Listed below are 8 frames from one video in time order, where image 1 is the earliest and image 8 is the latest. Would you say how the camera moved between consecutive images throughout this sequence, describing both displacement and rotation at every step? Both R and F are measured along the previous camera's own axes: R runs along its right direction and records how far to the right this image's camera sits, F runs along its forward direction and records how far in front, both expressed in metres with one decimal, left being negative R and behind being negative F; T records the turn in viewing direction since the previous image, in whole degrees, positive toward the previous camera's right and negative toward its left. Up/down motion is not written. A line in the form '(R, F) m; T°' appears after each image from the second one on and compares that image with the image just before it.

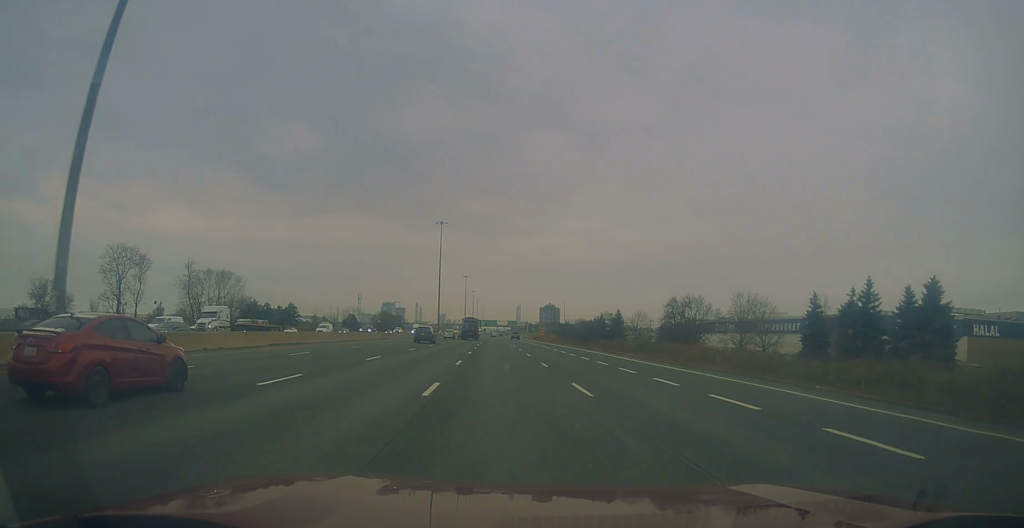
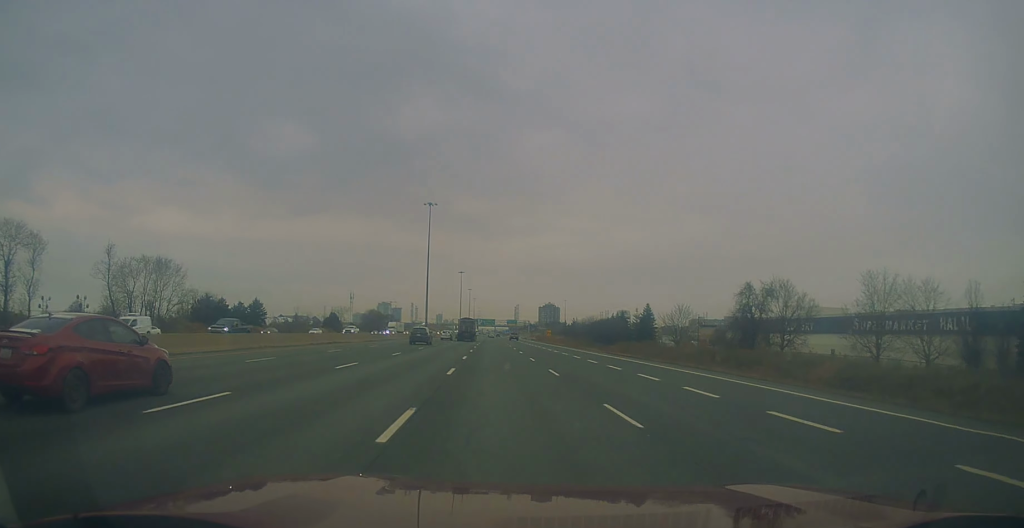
(+0.2, +26.9) m; +1°
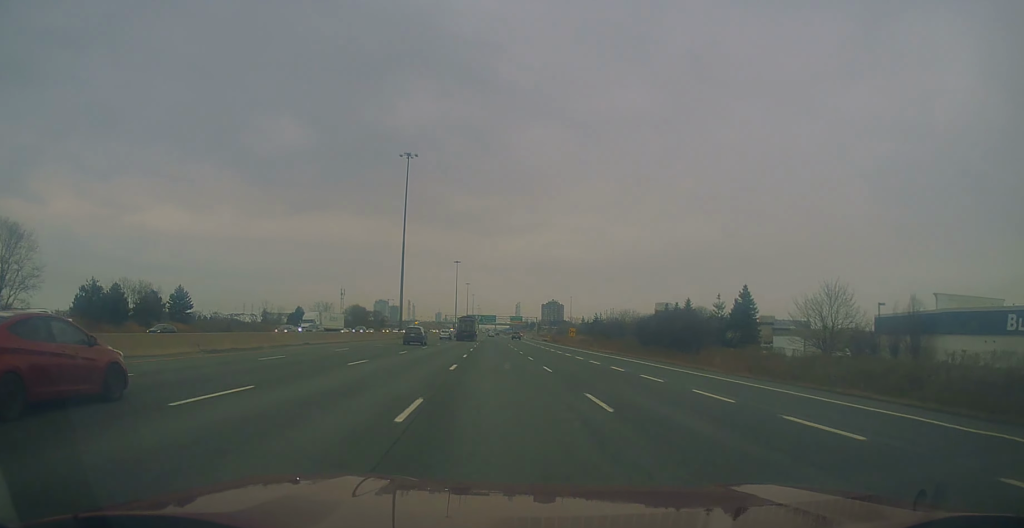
(-0.1, +43.9) m; 0°
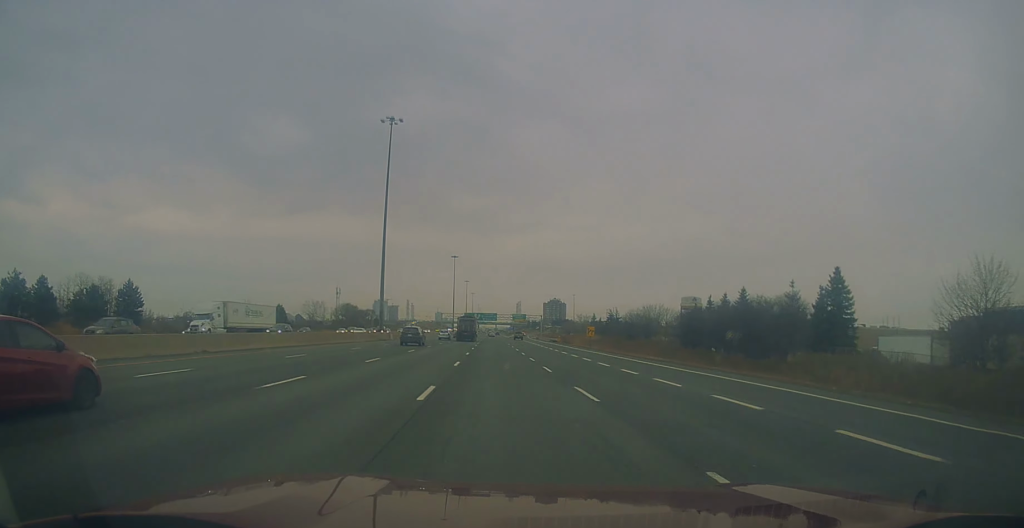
(0.0, +18.0) m; 0°
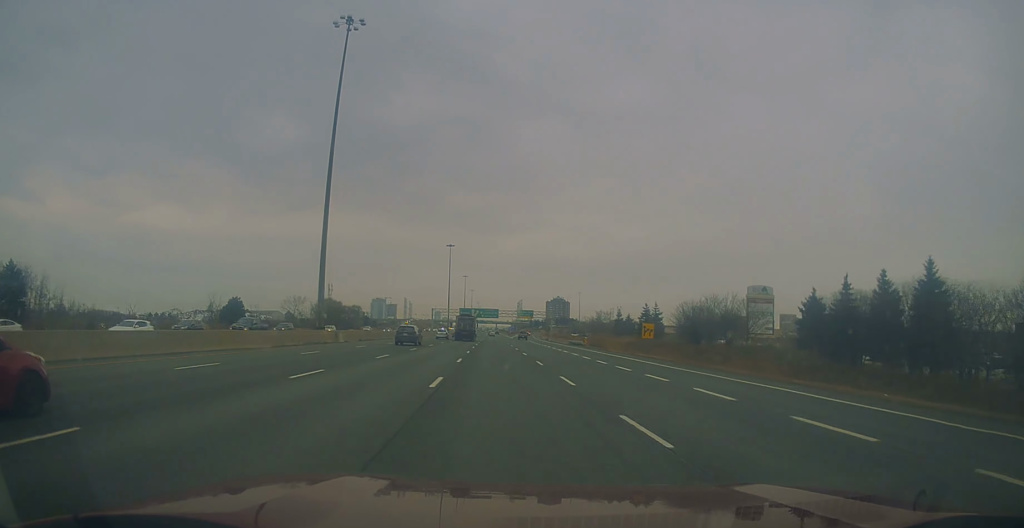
(0.0, +34.5) m; 0°
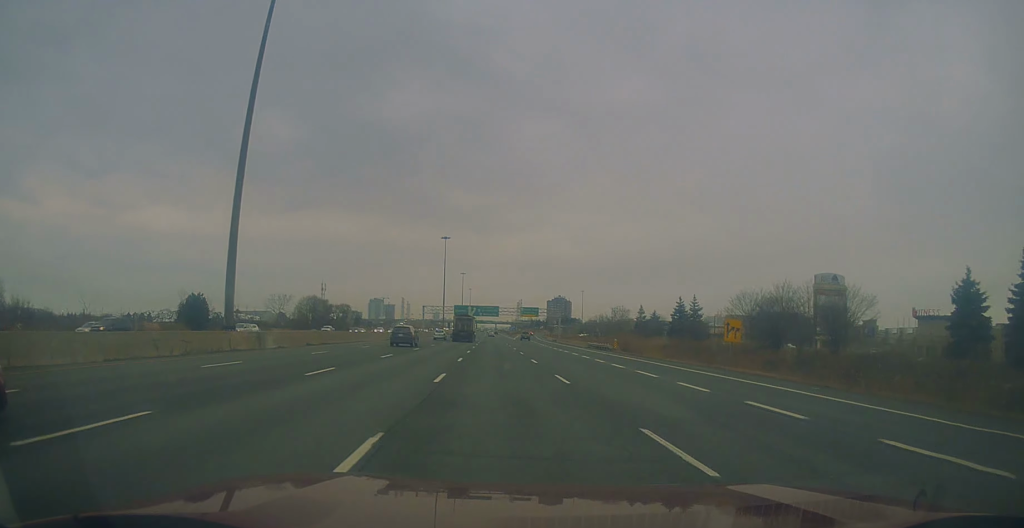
(0.0, +21.5) m; 0°
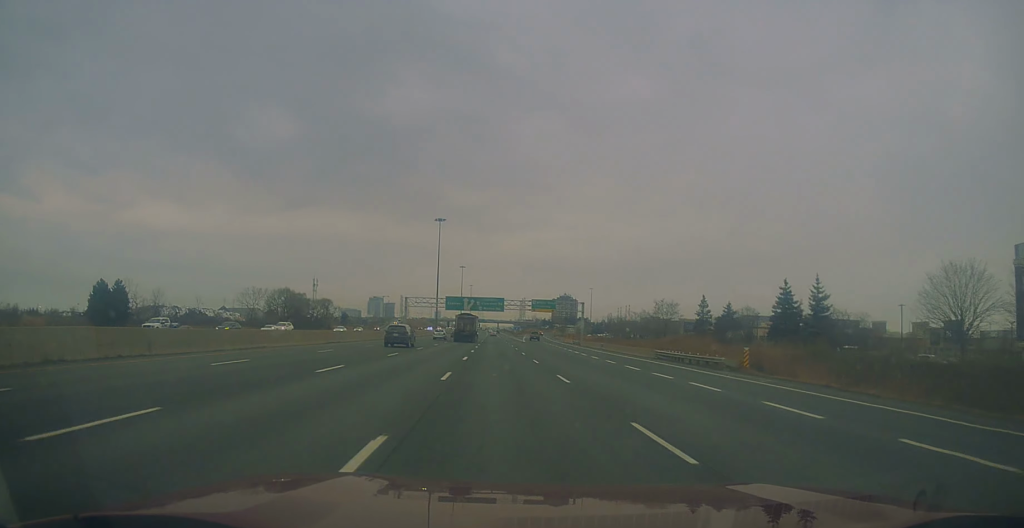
(+0.1, +35.2) m; 0°
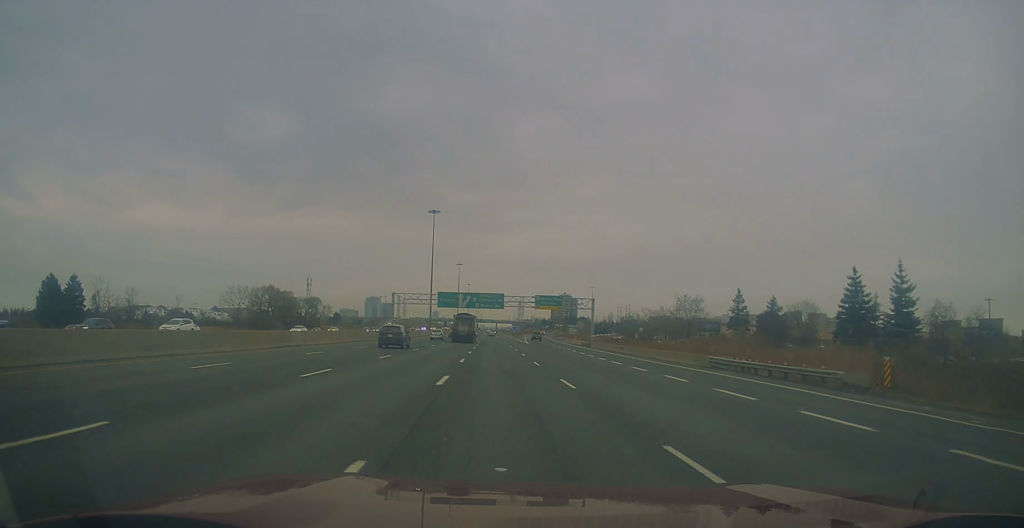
(-0.1, +13.5) m; 0°
